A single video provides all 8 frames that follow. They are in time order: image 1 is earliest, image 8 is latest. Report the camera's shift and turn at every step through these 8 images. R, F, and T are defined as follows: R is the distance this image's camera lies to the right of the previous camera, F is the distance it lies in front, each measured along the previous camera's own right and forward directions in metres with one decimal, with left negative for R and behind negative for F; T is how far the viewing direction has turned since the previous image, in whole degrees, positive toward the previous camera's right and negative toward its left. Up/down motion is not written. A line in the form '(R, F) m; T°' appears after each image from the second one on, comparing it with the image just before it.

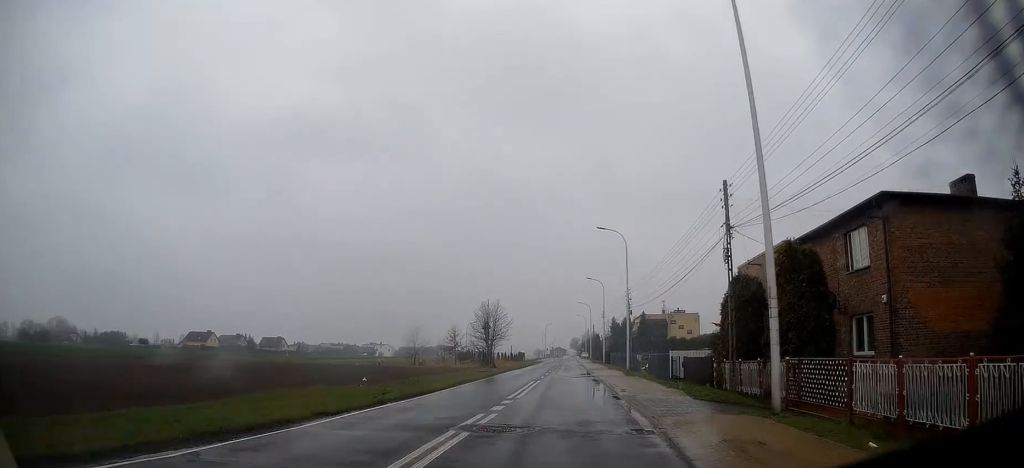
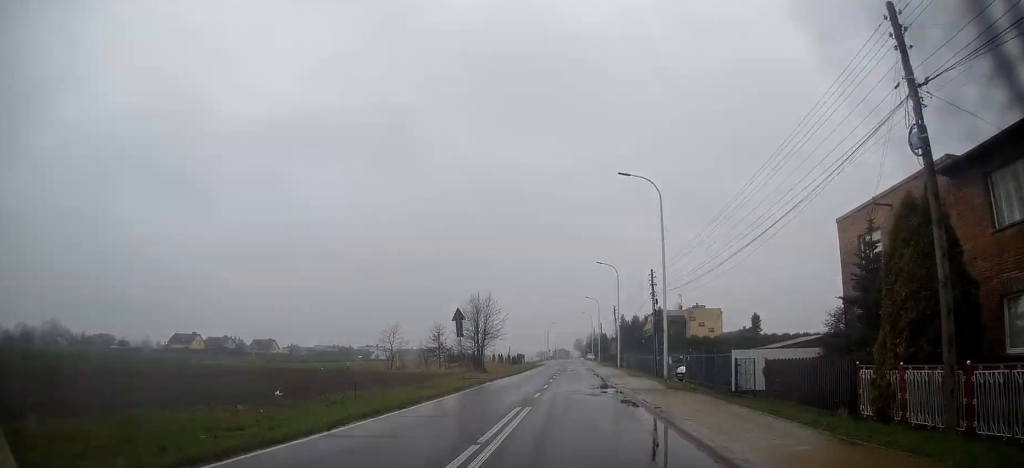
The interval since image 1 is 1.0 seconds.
(-0.4, +13.7) m; -3°
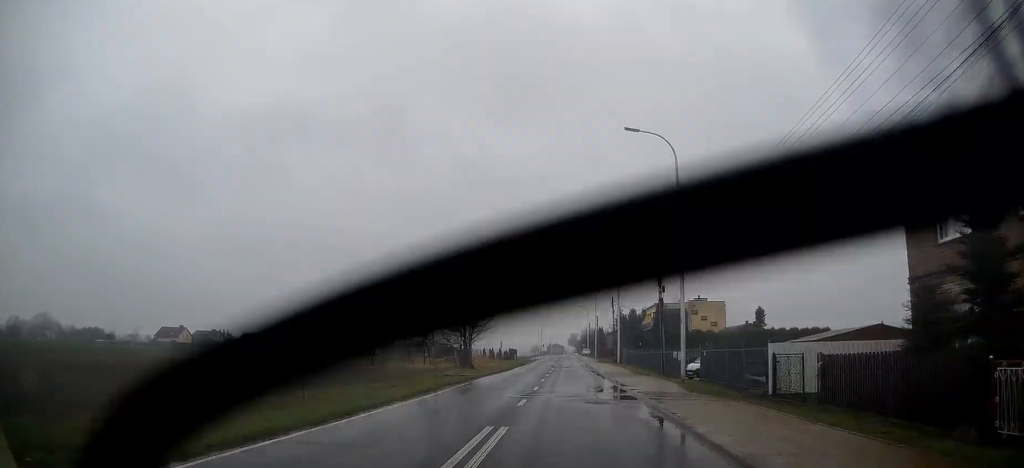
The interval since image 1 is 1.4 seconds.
(-0.1, +5.4) m; 0°
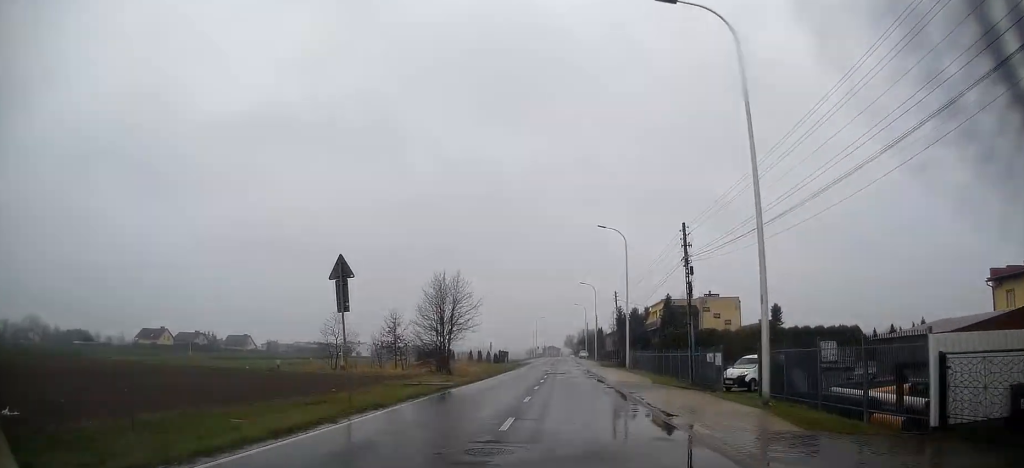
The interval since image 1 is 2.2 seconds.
(0.0, +10.1) m; 0°
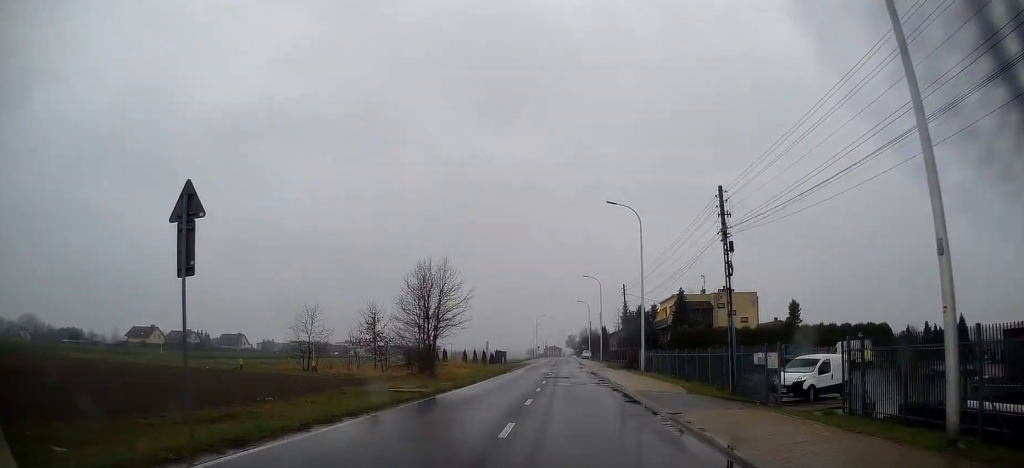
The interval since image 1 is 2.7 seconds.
(0.0, +6.9) m; 0°
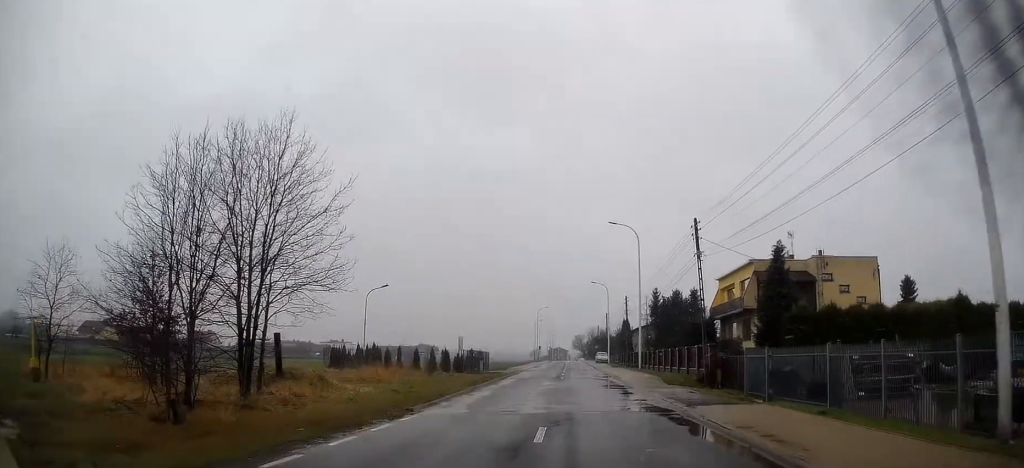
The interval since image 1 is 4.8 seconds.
(+0.5, +29.8) m; +1°
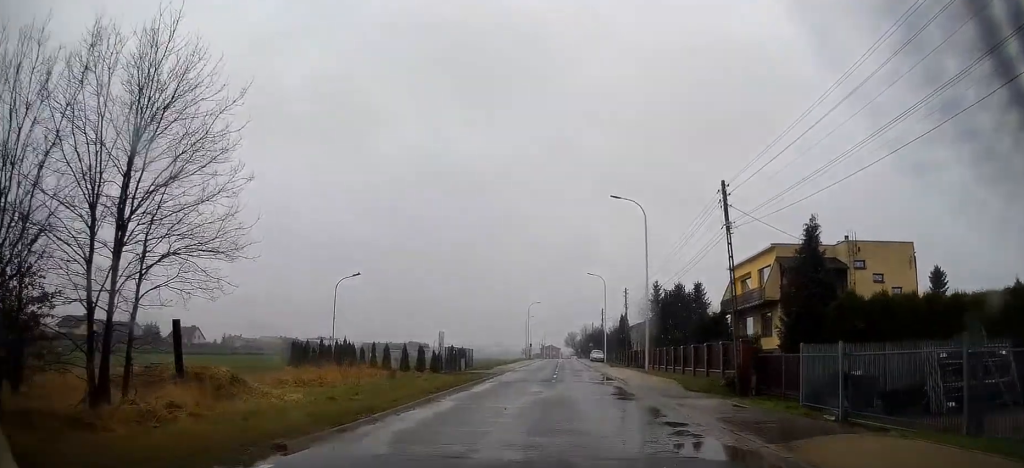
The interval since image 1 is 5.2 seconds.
(-0.1, +6.8) m; 0°
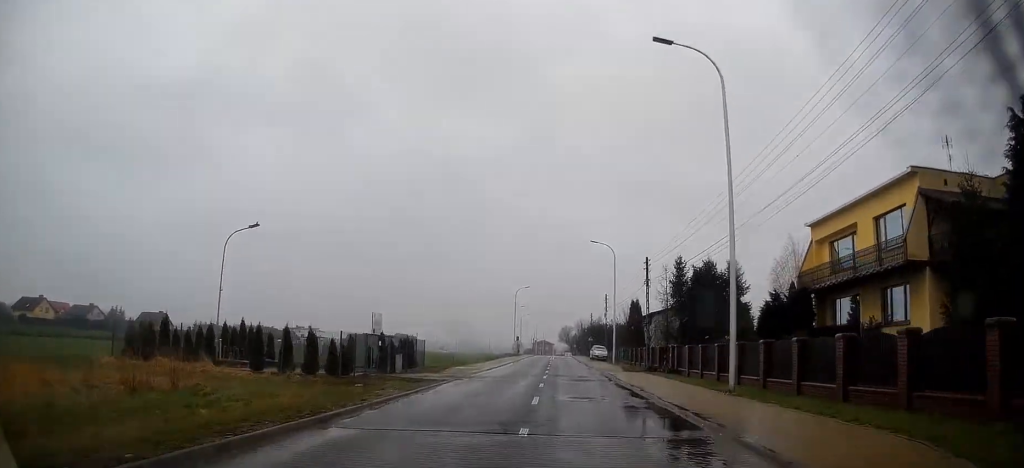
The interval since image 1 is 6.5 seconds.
(+0.1, +18.8) m; +1°
